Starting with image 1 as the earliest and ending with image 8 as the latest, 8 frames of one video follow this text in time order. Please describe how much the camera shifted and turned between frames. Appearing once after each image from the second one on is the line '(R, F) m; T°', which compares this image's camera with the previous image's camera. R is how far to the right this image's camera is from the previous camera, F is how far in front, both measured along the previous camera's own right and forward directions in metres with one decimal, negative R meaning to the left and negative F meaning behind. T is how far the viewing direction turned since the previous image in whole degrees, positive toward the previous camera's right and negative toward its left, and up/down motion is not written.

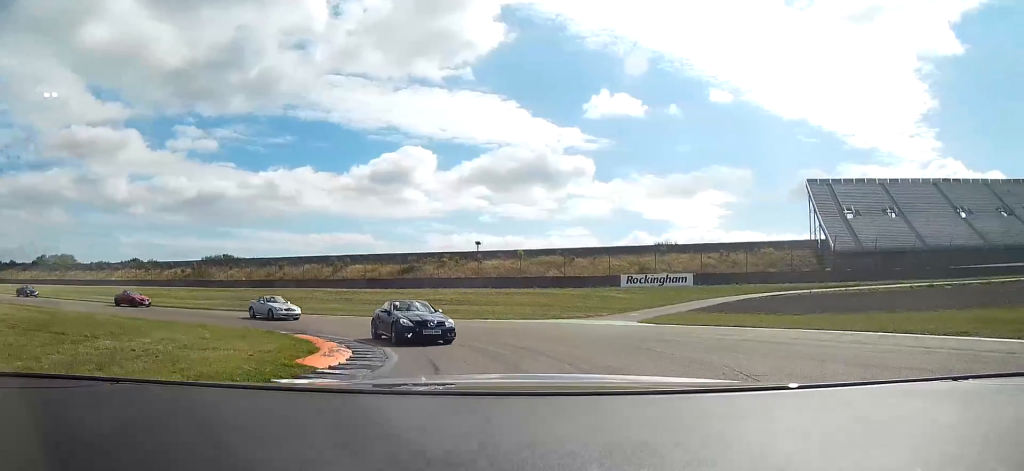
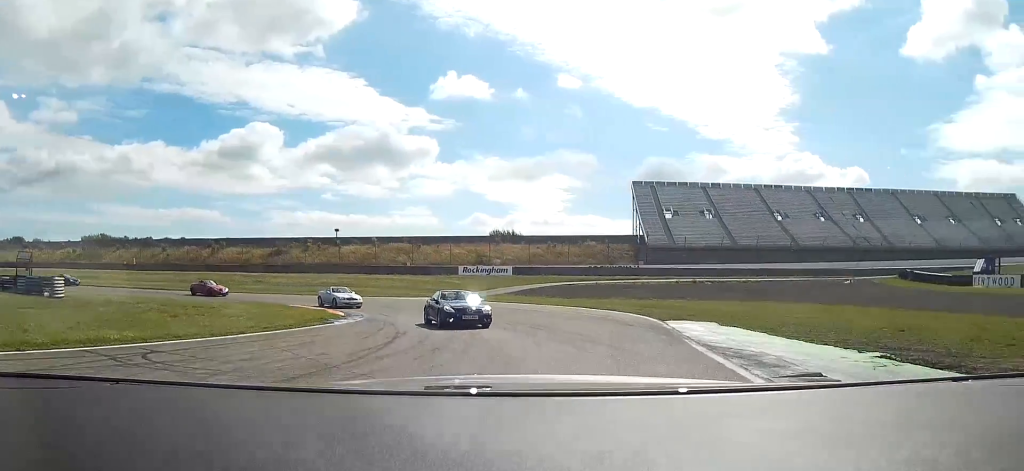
(+2.7, +17.2) m; +17°
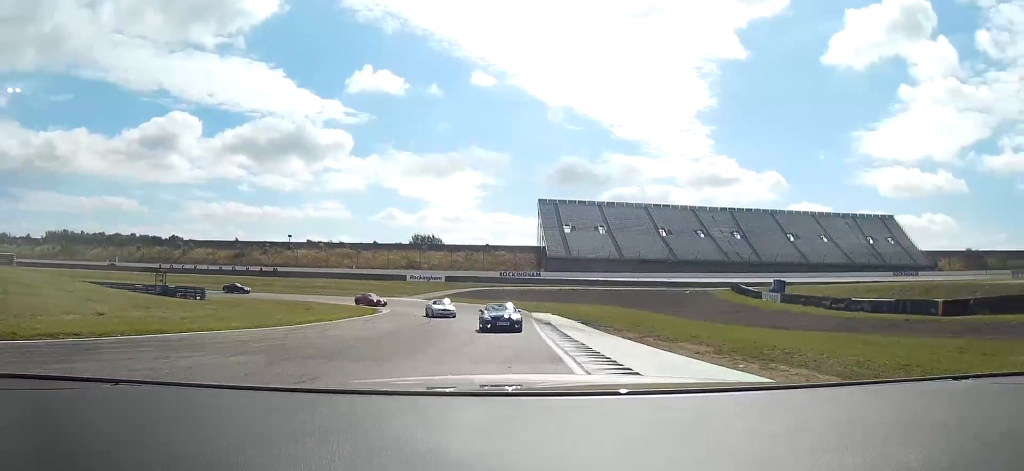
(+4.6, +25.5) m; +16°
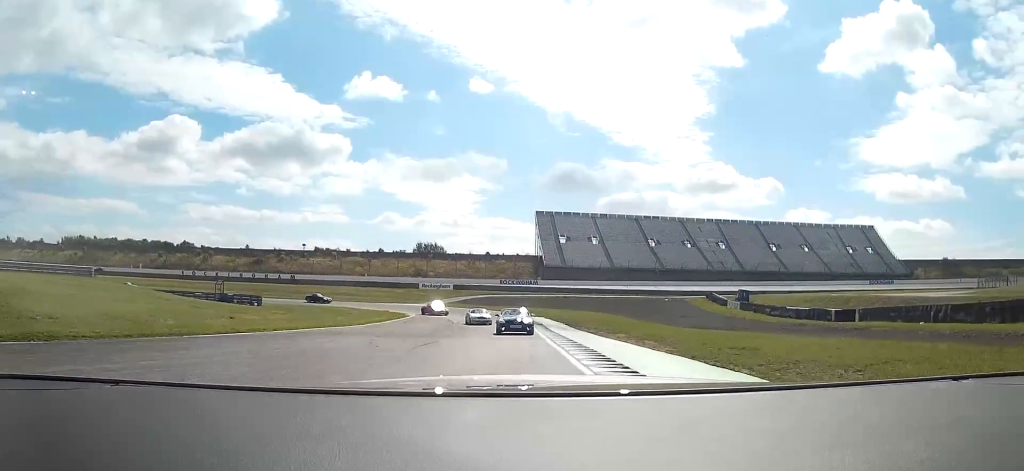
(+0.2, +12.5) m; +2°
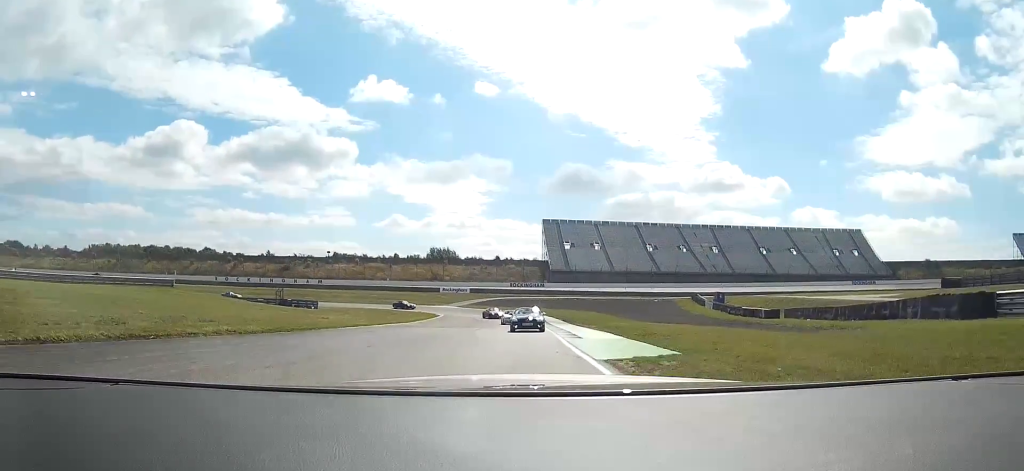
(+0.1, +15.9) m; +2°
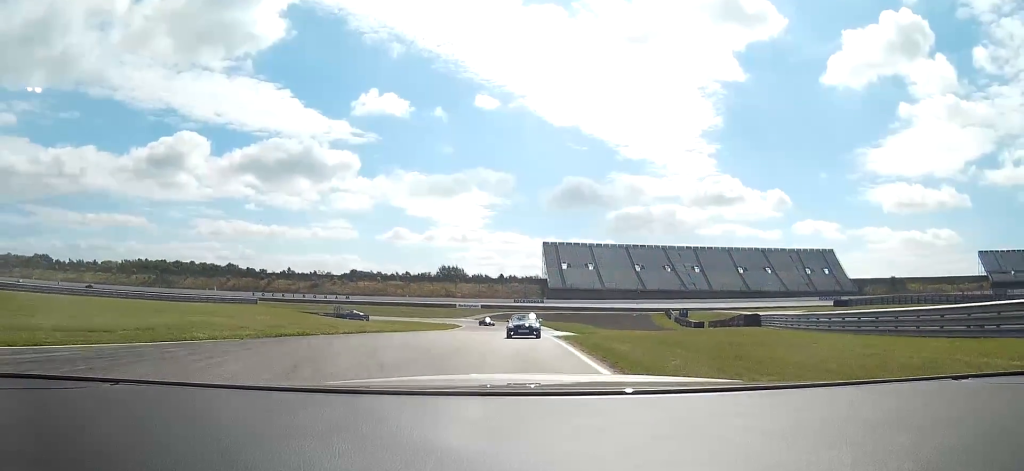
(+0.7, +27.9) m; +2°
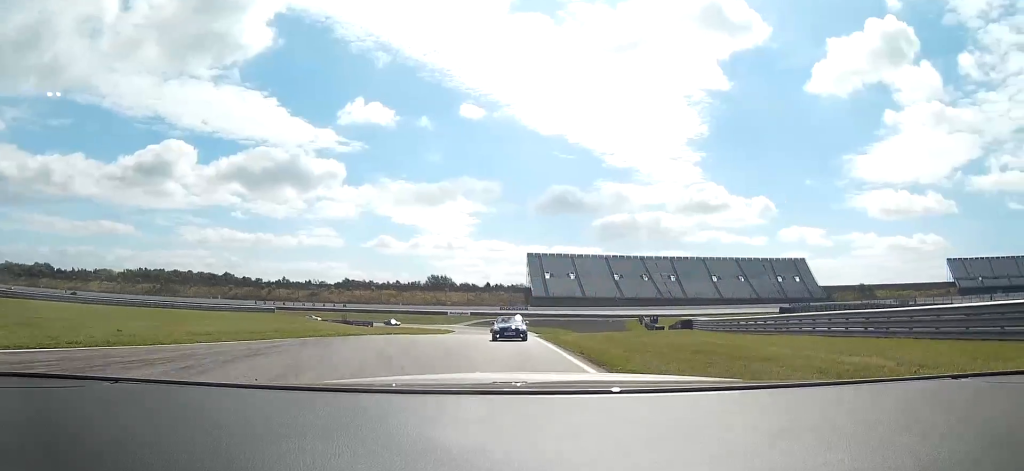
(+0.1, +15.7) m; +1°
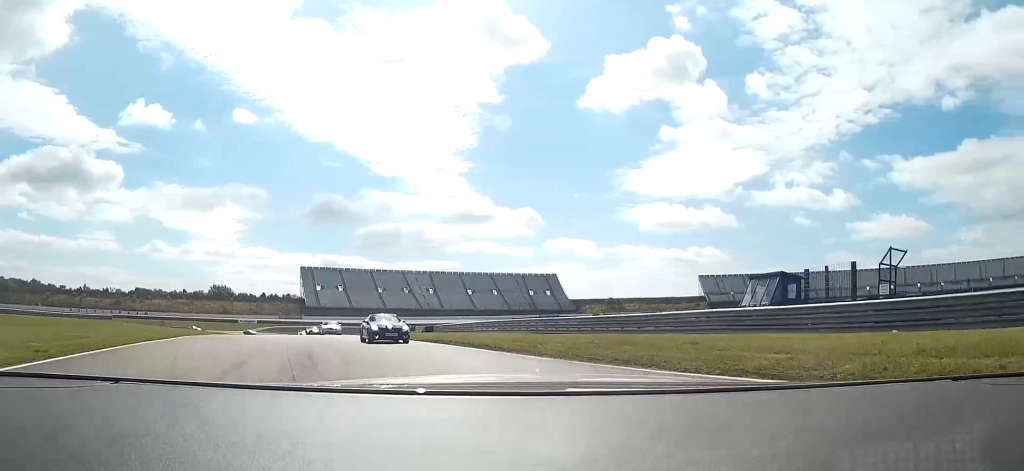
(+2.9, +28.5) m; +19°
